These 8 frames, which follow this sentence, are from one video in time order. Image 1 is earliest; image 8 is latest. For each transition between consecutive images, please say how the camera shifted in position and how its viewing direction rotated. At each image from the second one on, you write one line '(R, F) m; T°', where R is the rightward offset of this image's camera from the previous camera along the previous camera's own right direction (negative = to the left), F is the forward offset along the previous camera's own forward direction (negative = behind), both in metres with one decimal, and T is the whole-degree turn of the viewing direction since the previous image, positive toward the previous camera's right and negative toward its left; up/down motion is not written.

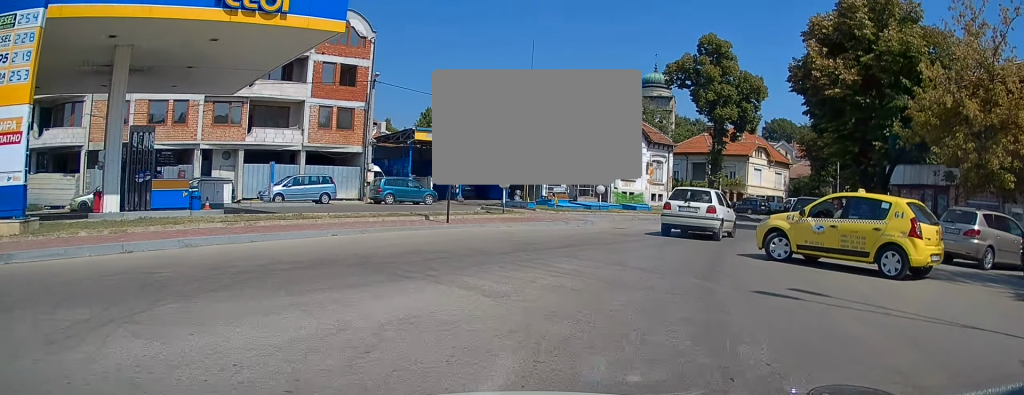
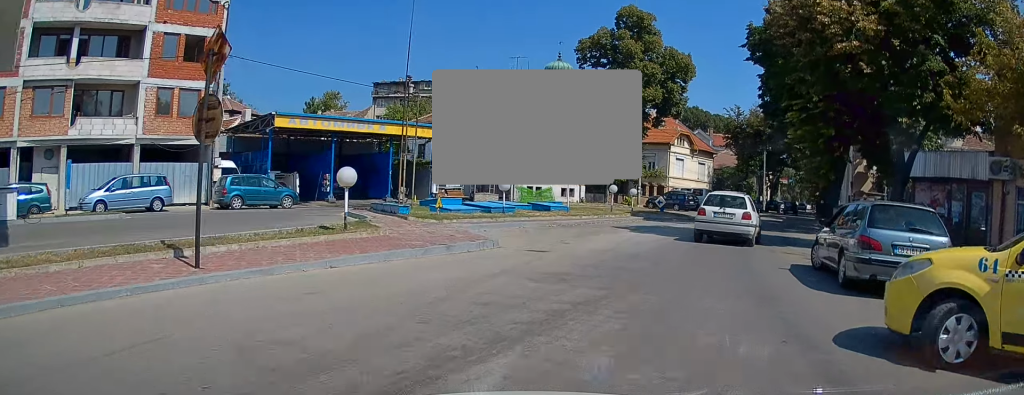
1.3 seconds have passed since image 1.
(+0.6, +8.8) m; +8°
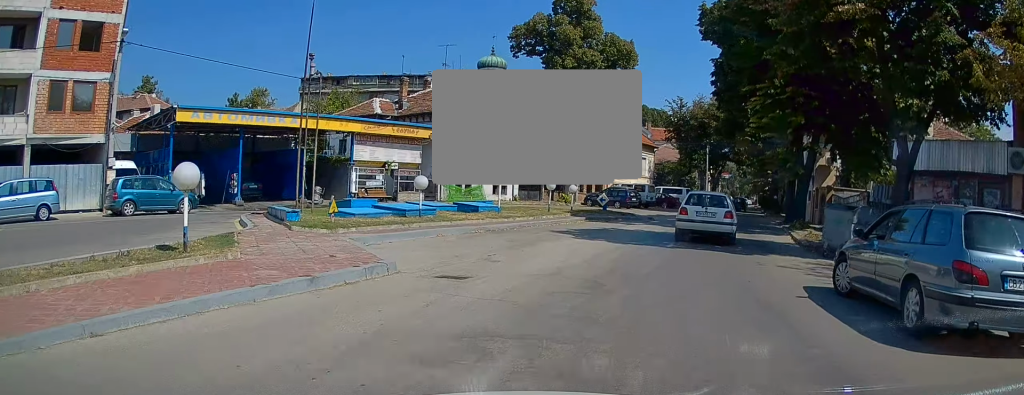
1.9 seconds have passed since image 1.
(+0.2, +3.9) m; +7°
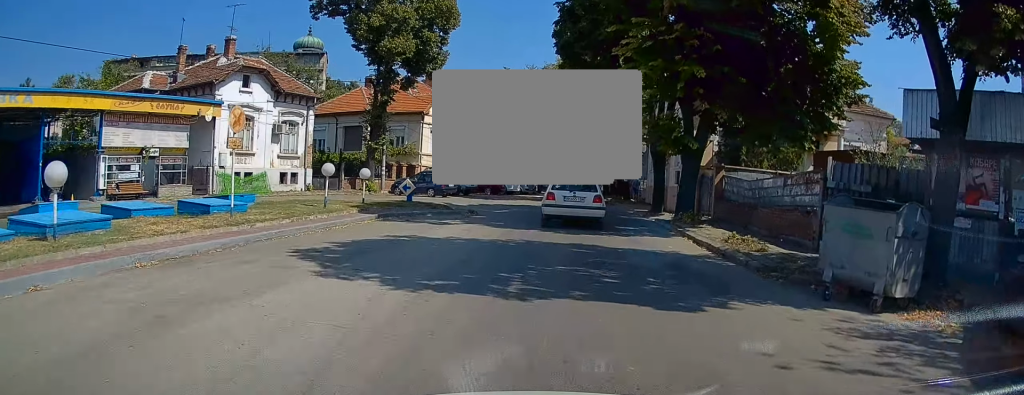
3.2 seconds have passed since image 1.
(+1.2, +8.3) m; +14°
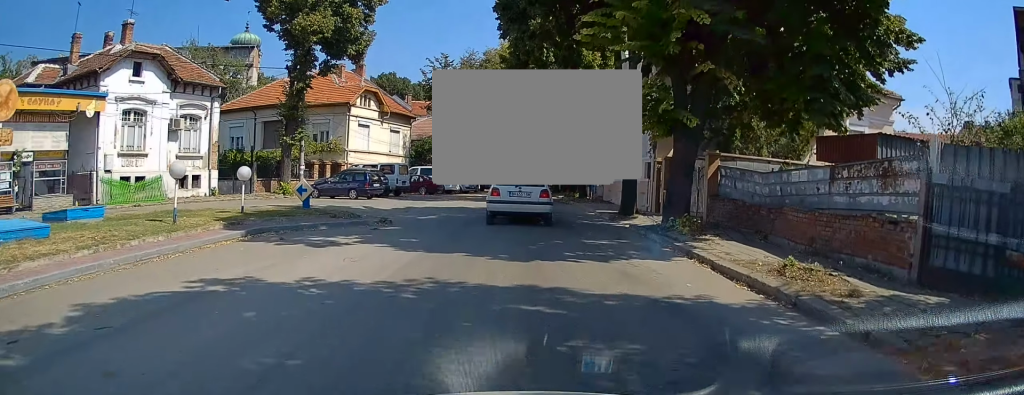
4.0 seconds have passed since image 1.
(+0.2, +5.7) m; +4°
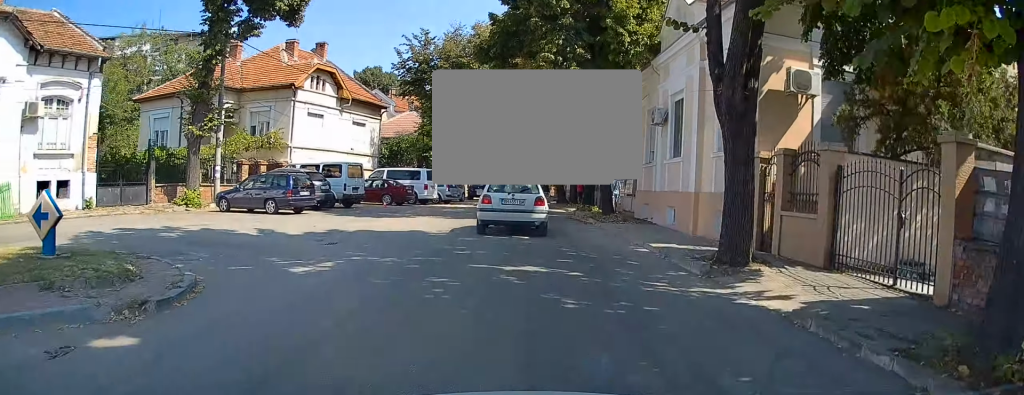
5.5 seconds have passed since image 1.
(+0.5, +11.0) m; +2°
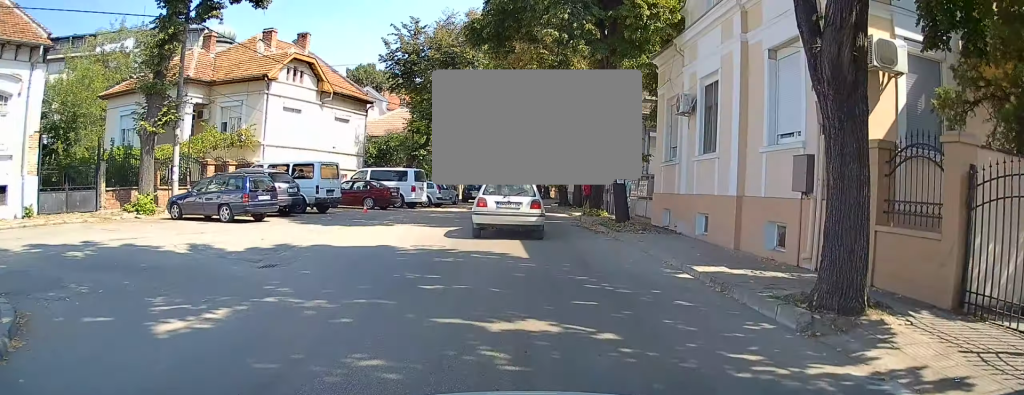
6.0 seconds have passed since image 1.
(-0.1, +3.7) m; -1°
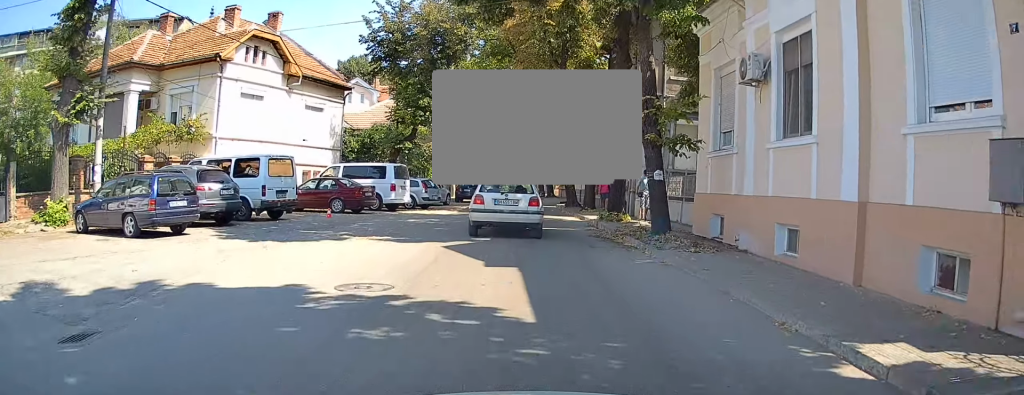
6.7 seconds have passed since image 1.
(-0.1, +5.4) m; 0°
